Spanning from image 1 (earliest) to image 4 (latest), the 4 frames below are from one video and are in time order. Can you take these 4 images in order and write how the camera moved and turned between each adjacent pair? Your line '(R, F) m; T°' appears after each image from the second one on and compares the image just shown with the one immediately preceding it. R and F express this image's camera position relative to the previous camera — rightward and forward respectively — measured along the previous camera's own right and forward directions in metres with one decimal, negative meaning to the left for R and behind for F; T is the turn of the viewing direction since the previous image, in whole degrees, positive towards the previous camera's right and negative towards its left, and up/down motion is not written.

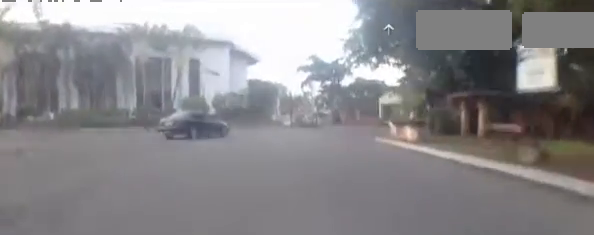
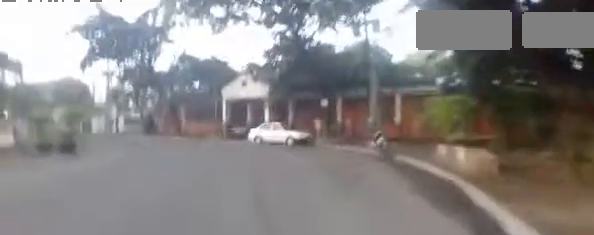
(+2.3, +23.1) m; +13°
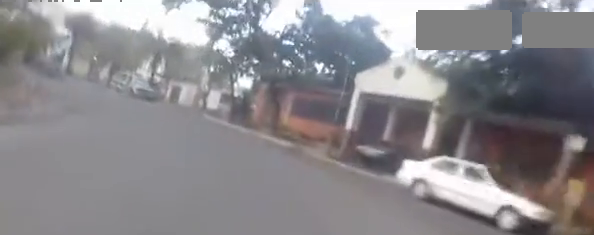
(0.0, +12.3) m; -9°
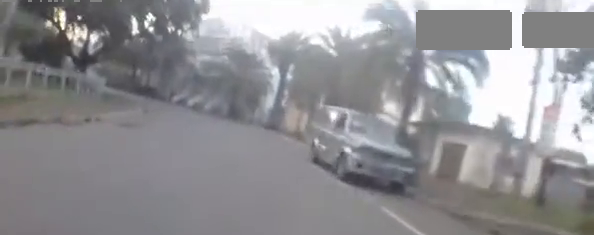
(-8.3, +20.2) m; -36°
